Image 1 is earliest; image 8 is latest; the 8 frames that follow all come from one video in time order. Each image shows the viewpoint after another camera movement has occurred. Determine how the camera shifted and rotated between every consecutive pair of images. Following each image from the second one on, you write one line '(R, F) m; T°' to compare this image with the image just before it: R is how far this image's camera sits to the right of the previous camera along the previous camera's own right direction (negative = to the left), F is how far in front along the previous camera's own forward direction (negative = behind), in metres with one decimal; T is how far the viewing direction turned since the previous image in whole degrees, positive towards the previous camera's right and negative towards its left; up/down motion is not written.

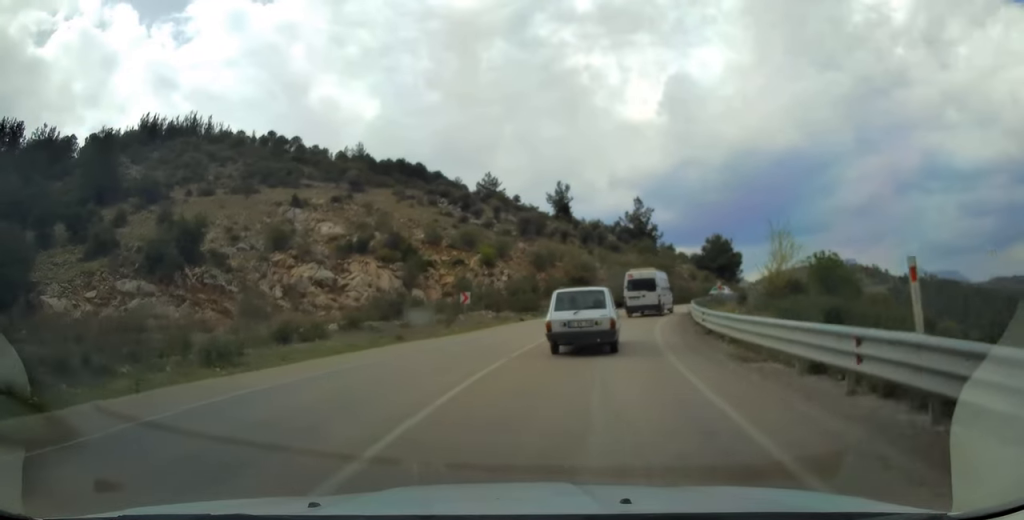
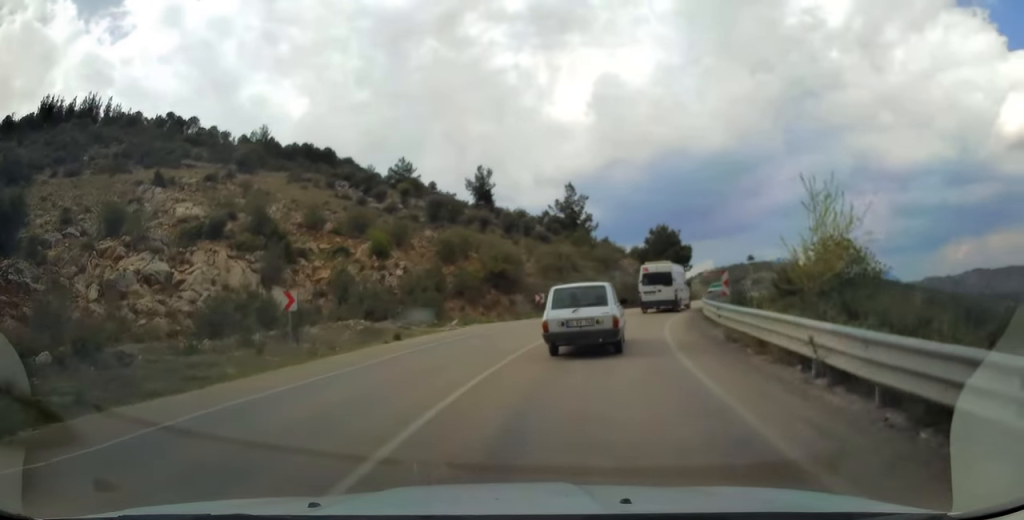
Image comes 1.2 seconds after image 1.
(+1.0, +15.7) m; +7°
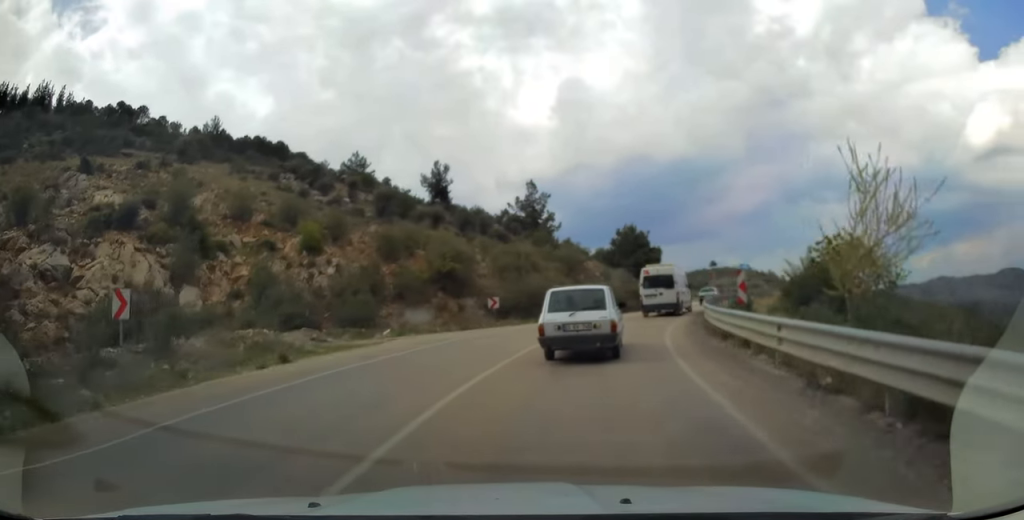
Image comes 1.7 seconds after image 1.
(0.0, +6.8) m; +3°
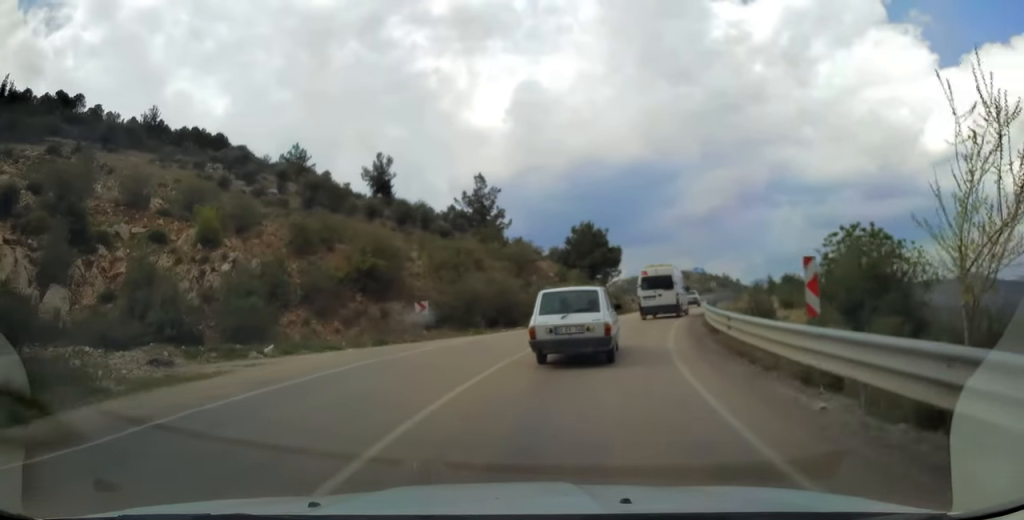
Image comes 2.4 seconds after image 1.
(+0.4, +7.9) m; +5°
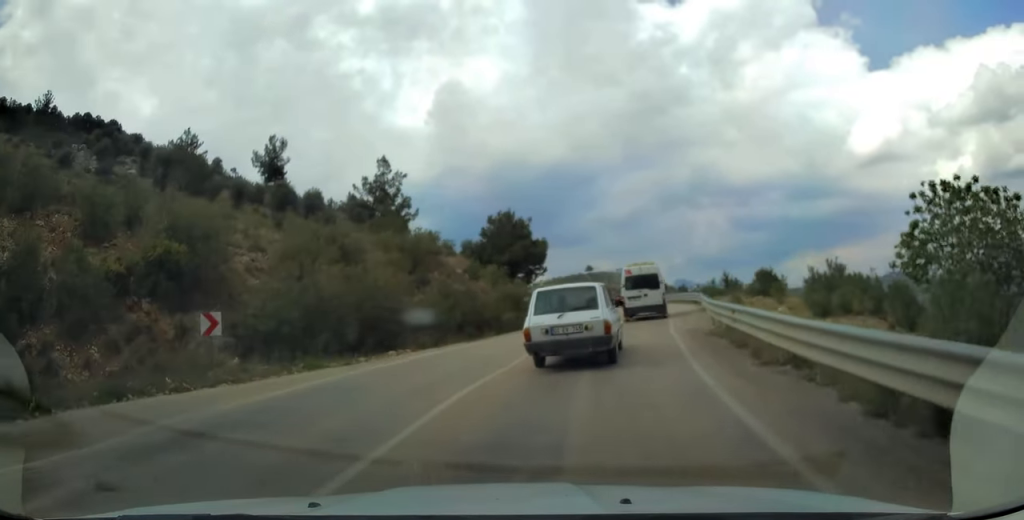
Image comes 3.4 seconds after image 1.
(+0.9, +12.9) m; +8°
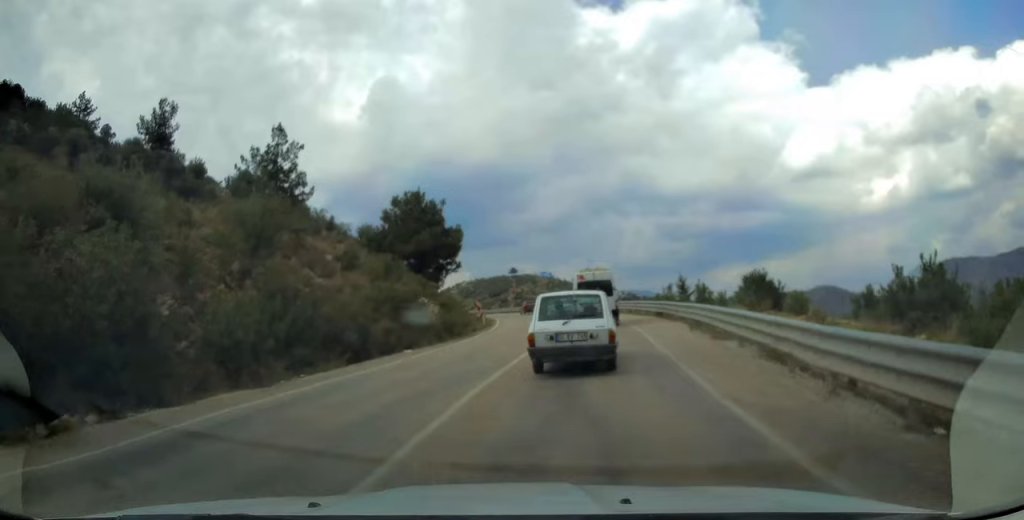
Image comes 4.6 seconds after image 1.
(+0.7, +13.0) m; +6°
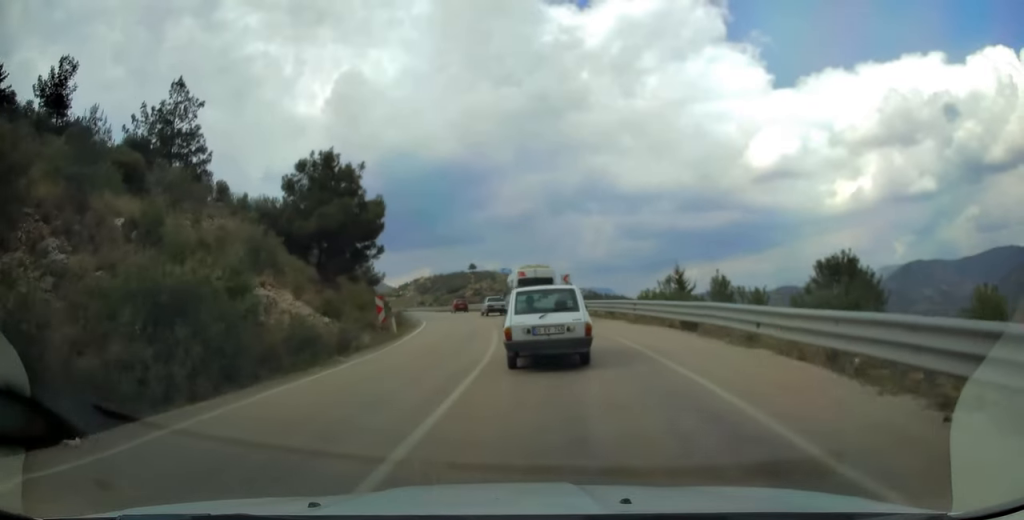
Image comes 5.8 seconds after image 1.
(+0.6, +13.6) m; +2°
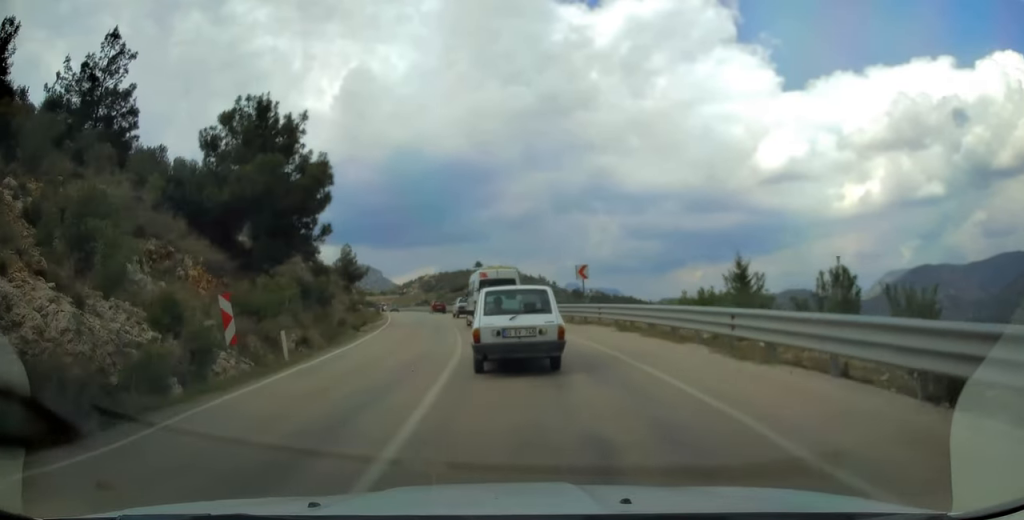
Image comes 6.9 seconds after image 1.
(-0.2, +11.6) m; -2°
